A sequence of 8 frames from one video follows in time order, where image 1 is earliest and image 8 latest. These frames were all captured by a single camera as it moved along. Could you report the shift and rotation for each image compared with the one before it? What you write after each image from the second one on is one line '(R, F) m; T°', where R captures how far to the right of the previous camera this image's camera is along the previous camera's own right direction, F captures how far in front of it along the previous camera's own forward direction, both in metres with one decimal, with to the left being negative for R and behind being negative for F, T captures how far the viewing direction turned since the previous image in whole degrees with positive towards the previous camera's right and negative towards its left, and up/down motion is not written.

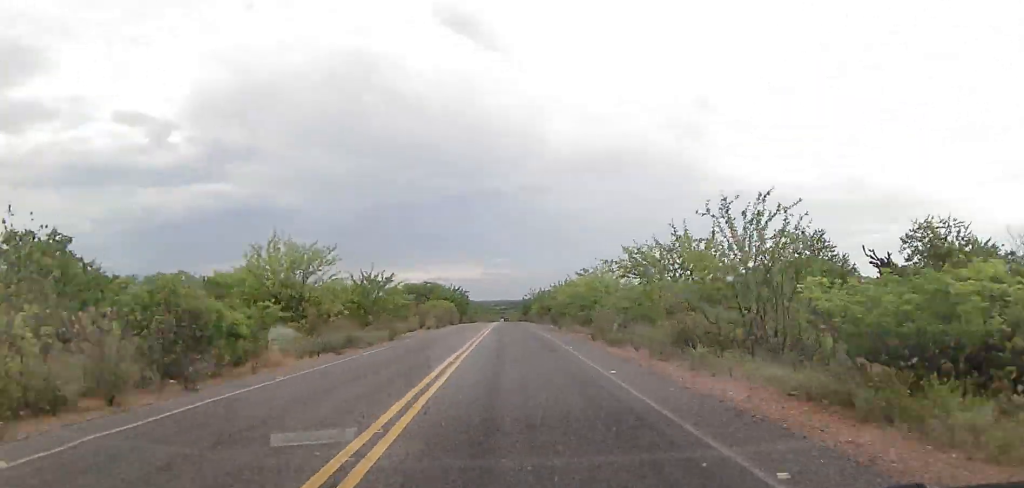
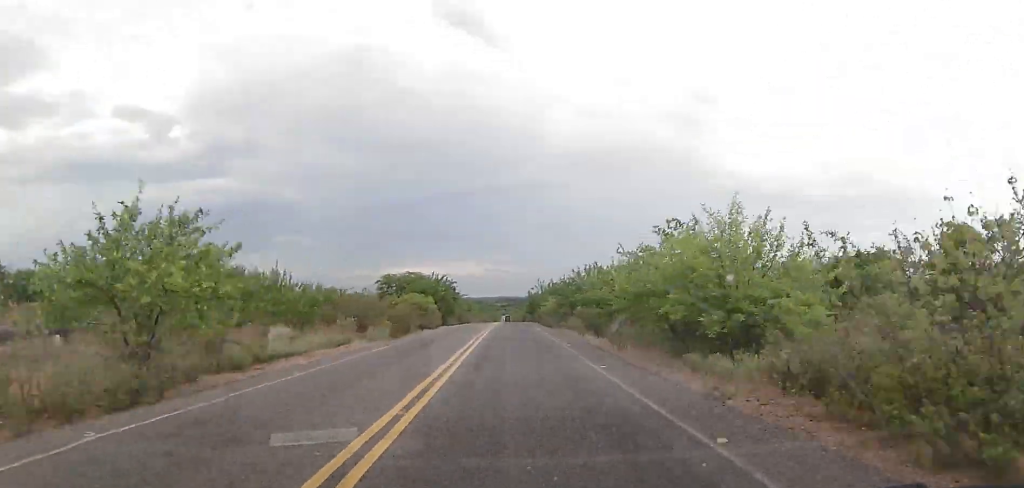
(+0.4, +22.9) m; 0°
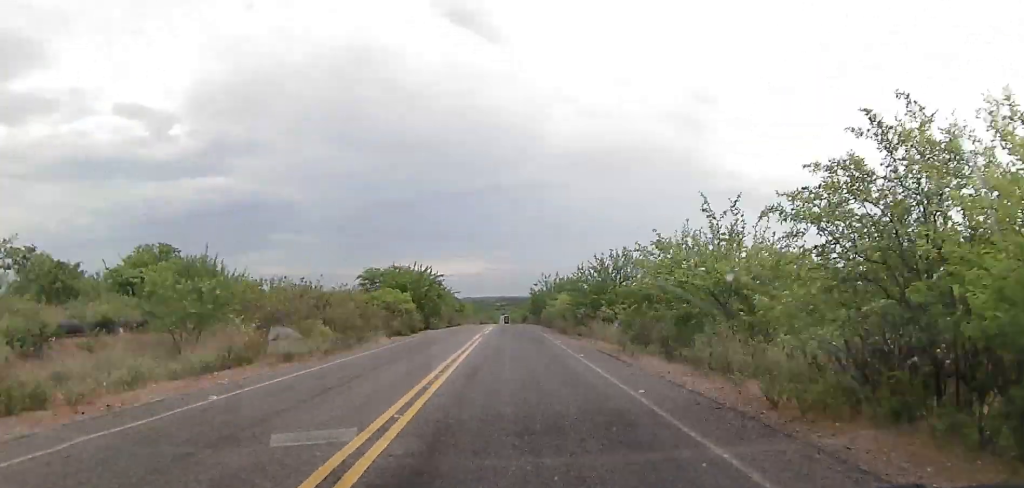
(0.0, +12.3) m; 0°
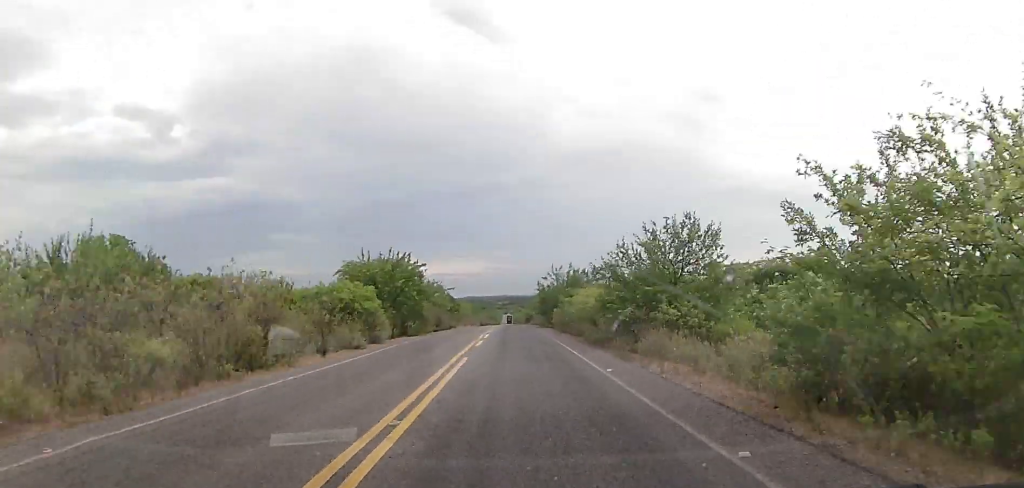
(-0.1, +12.2) m; 0°
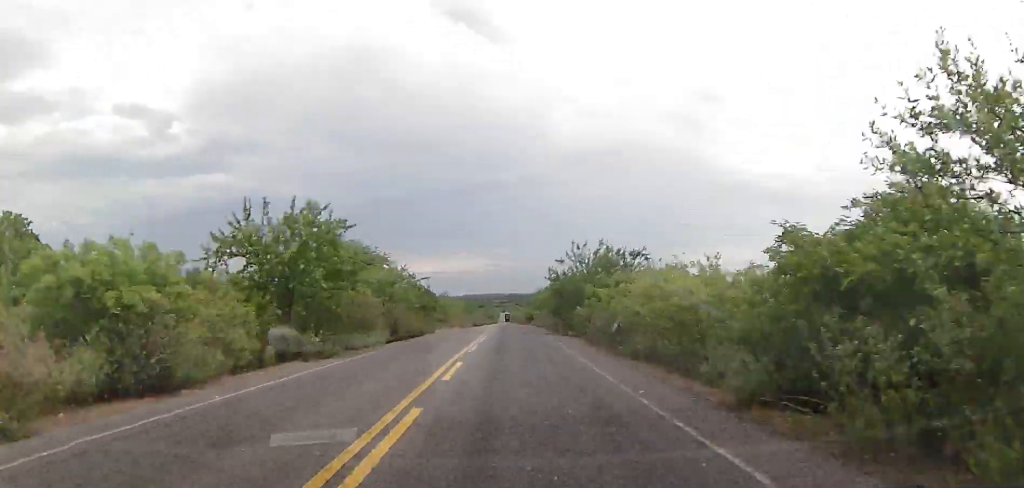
(-0.1, +18.8) m; 0°
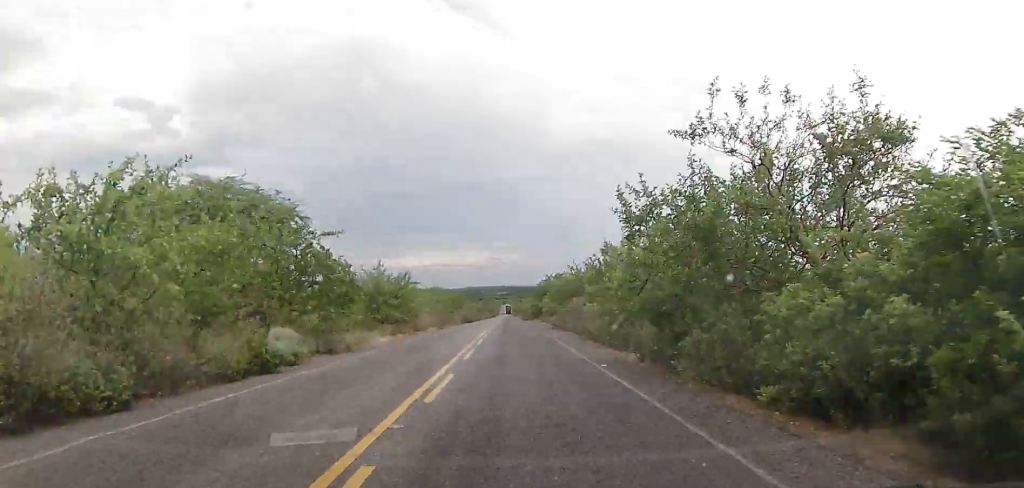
(+0.1, +26.3) m; +1°
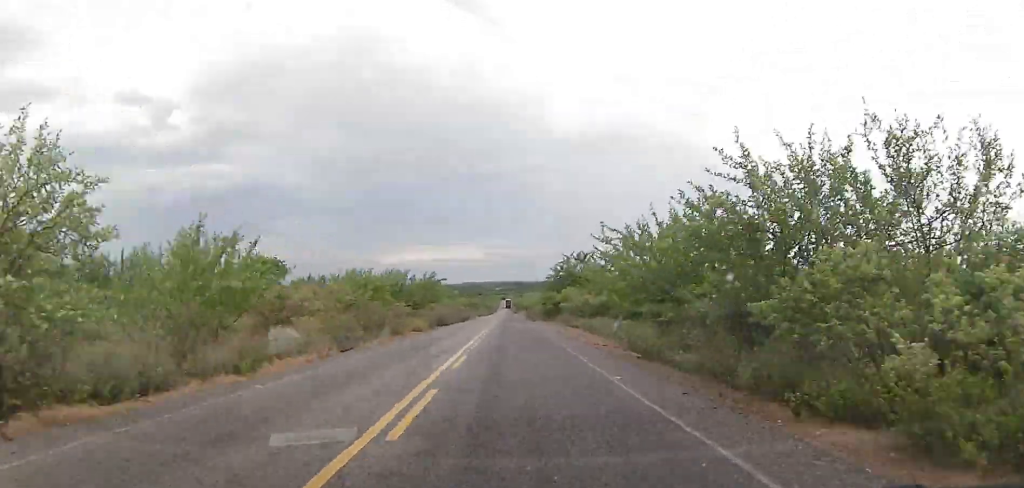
(0.0, +32.9) m; -1°
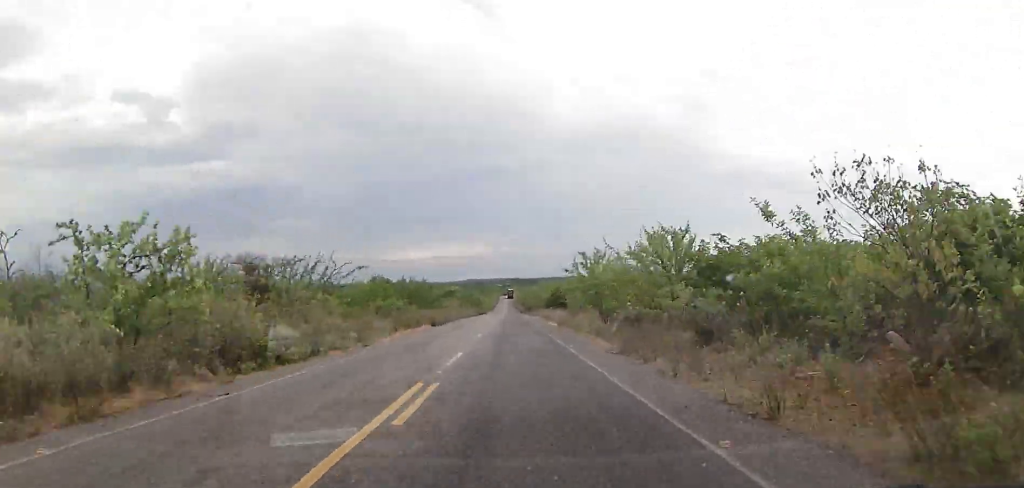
(0.0, +83.0) m; -1°
